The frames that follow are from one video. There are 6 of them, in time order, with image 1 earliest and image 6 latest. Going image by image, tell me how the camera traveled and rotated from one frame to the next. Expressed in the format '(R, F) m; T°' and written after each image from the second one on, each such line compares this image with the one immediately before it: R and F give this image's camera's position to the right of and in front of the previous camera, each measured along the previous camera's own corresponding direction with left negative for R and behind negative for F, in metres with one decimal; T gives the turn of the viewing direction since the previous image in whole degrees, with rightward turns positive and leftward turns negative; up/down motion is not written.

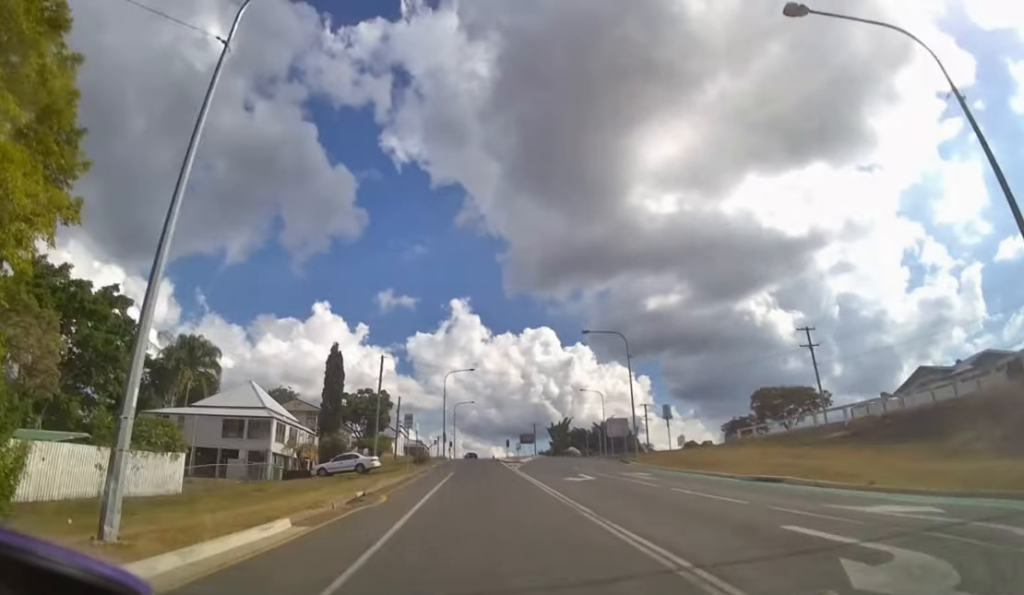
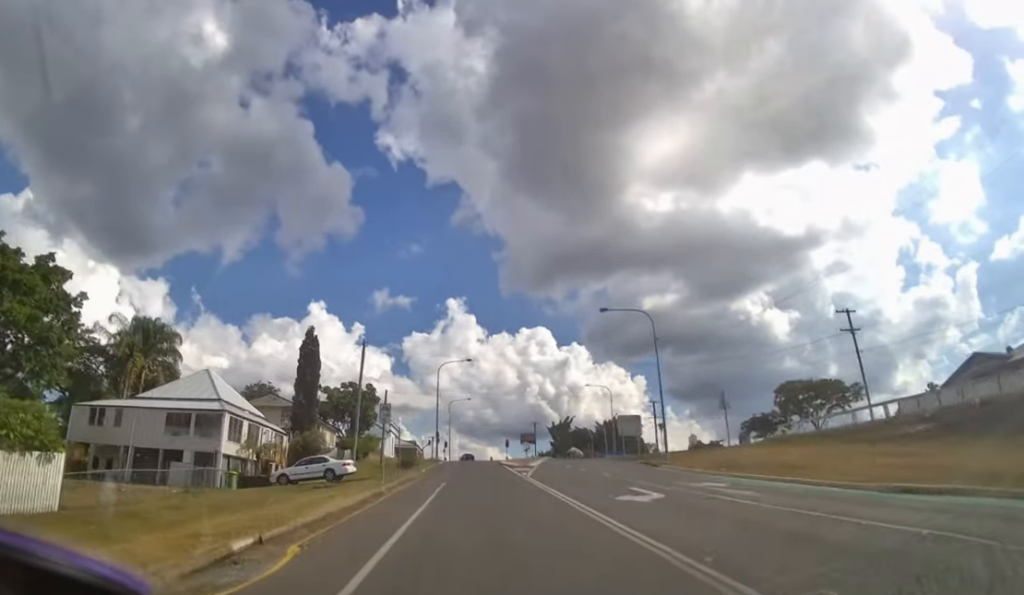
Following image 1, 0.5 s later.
(0.0, +8.2) m; 0°
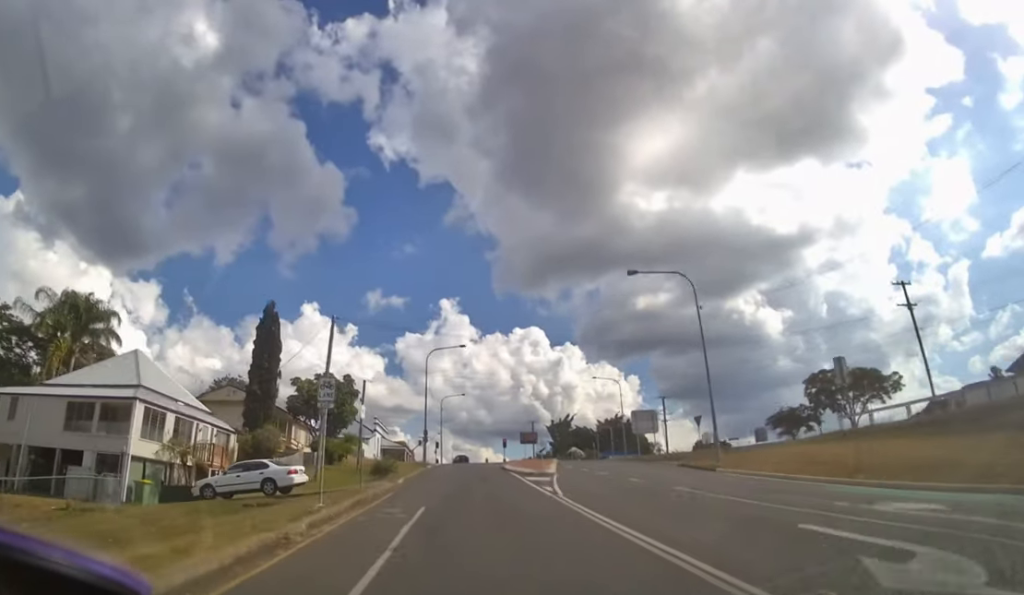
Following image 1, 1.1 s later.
(0.0, +9.1) m; +1°
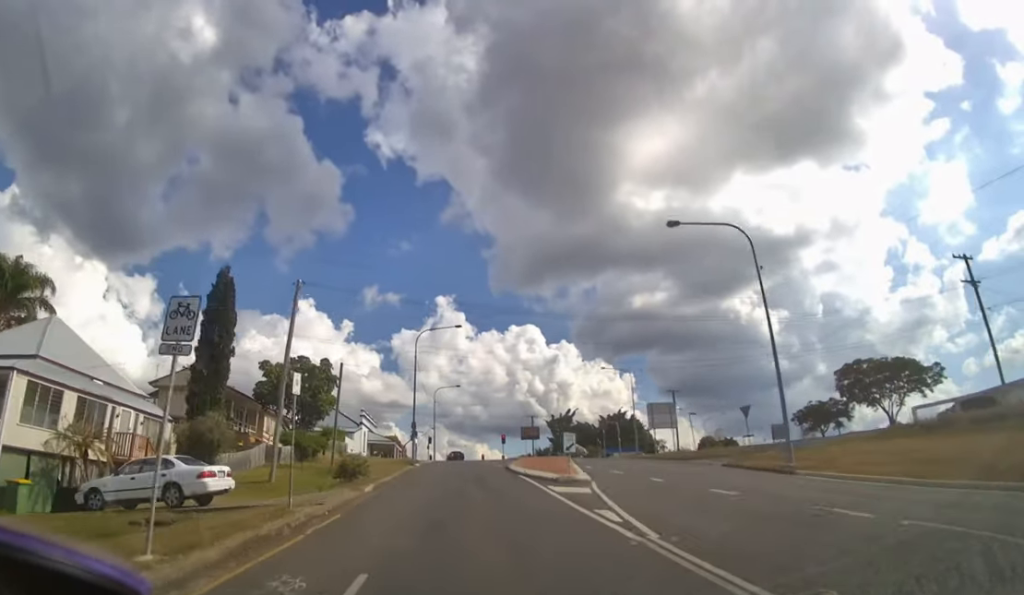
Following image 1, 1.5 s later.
(+0.1, +6.7) m; 0°
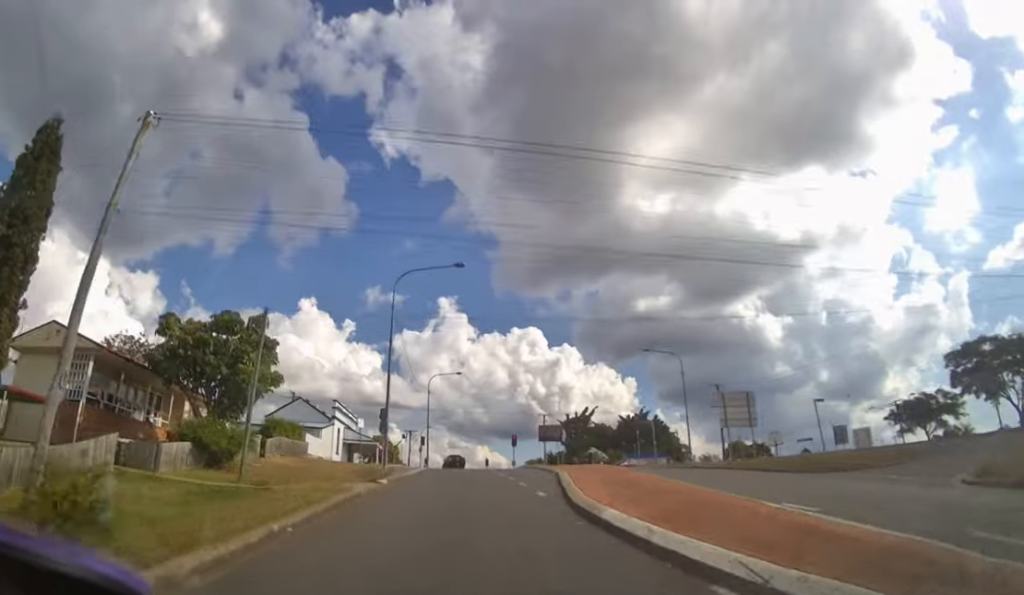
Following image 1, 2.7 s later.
(+0.1, +15.1) m; 0°
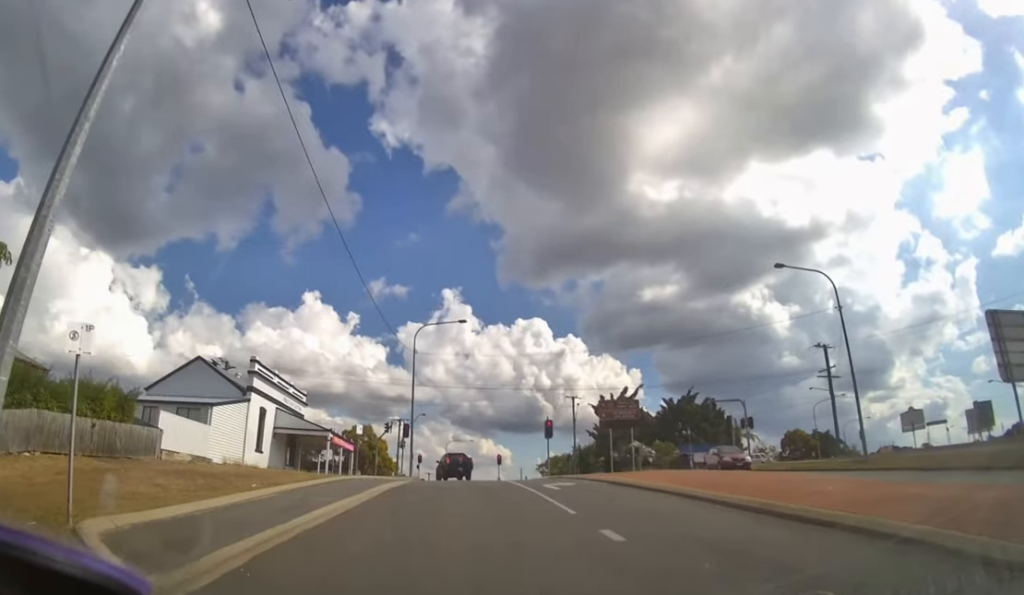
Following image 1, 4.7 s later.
(-0.1, +20.7) m; -1°
